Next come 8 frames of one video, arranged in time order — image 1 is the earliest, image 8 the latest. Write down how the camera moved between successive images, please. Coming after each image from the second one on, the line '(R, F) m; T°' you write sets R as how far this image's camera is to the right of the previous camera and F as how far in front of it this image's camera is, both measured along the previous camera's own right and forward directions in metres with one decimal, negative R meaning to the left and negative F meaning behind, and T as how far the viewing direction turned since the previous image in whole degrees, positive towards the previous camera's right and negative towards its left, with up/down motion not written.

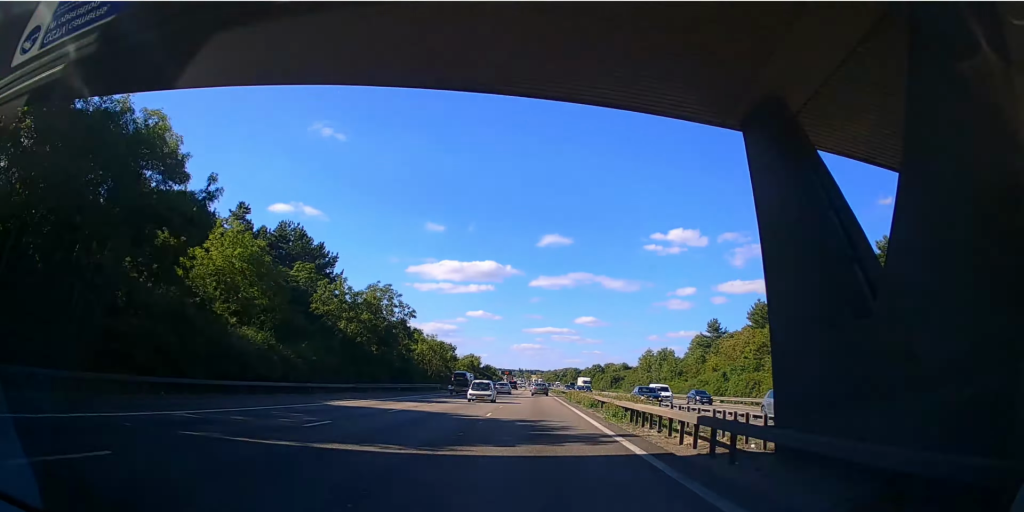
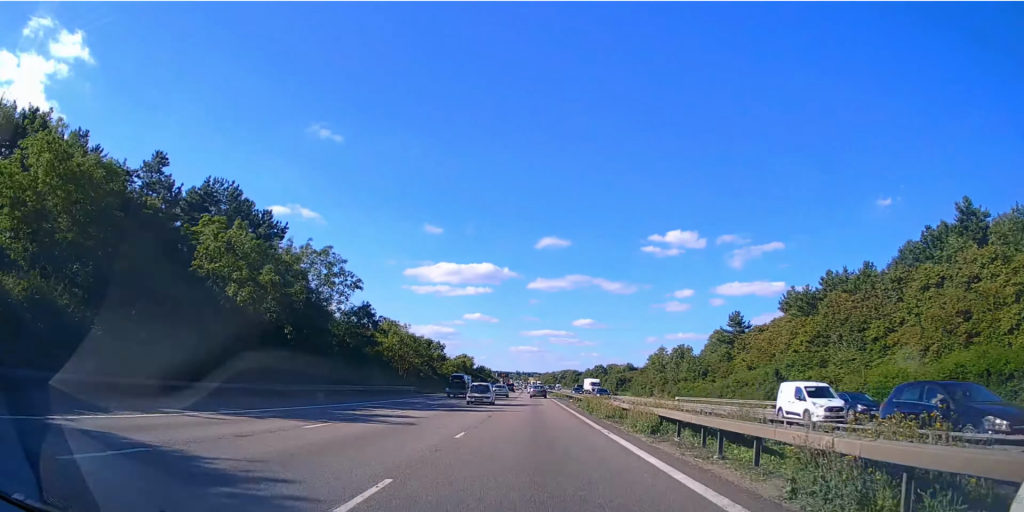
(0.0, +18.1) m; 0°
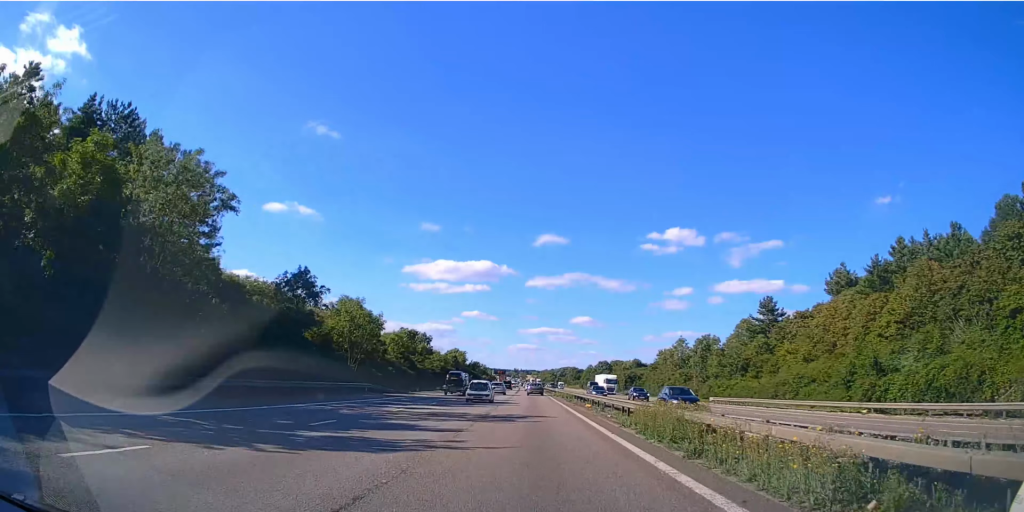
(+0.1, +19.0) m; 0°
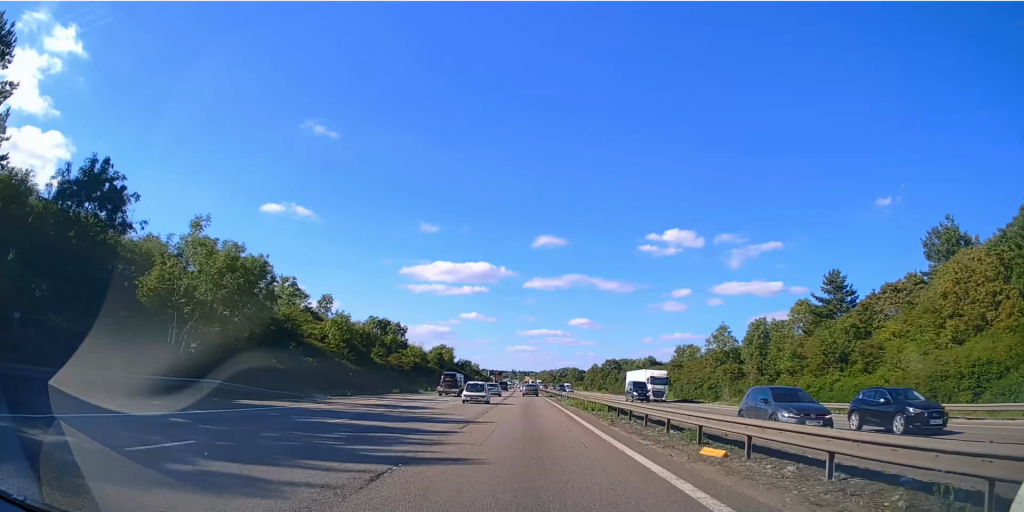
(+0.1, +28.0) m; 0°
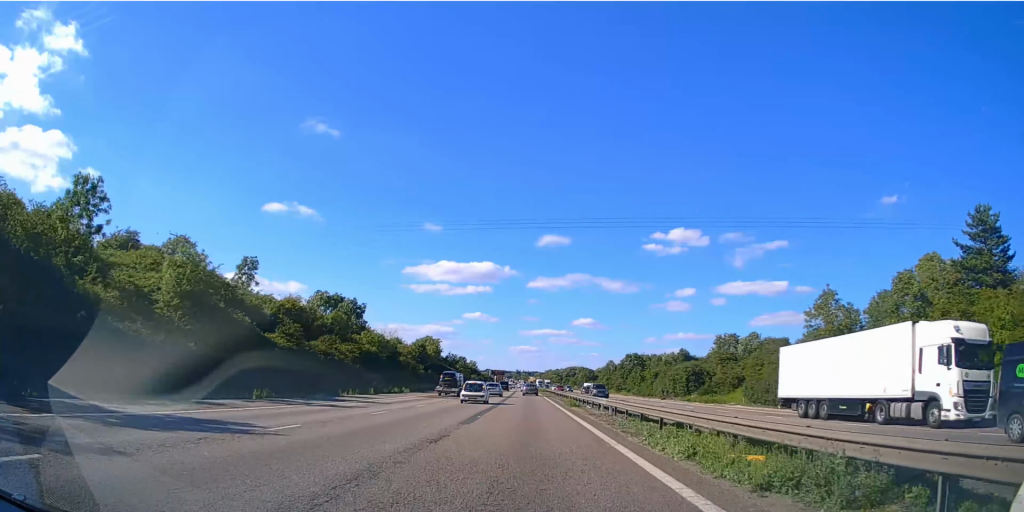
(0.0, +34.8) m; 0°
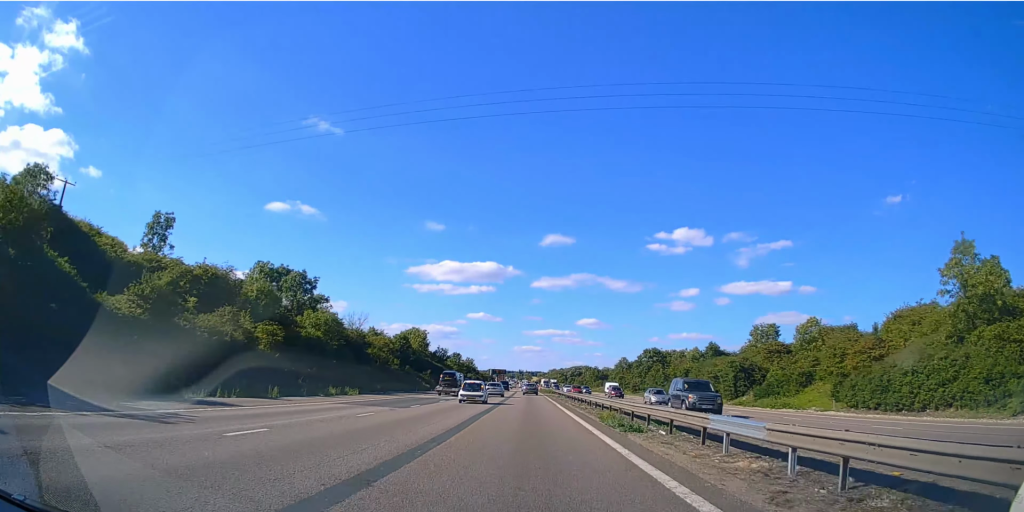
(0.0, +22.0) m; 0°
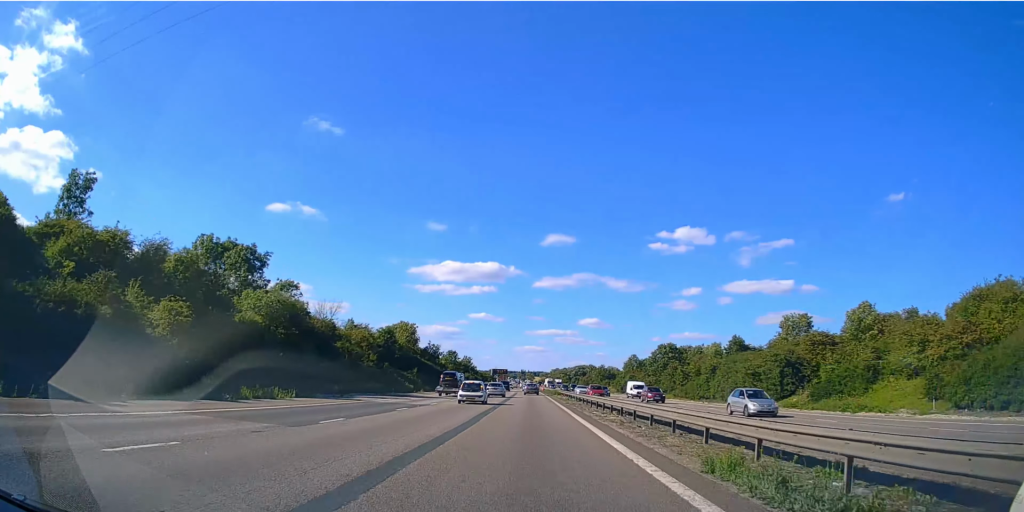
(0.0, +14.0) m; 0°
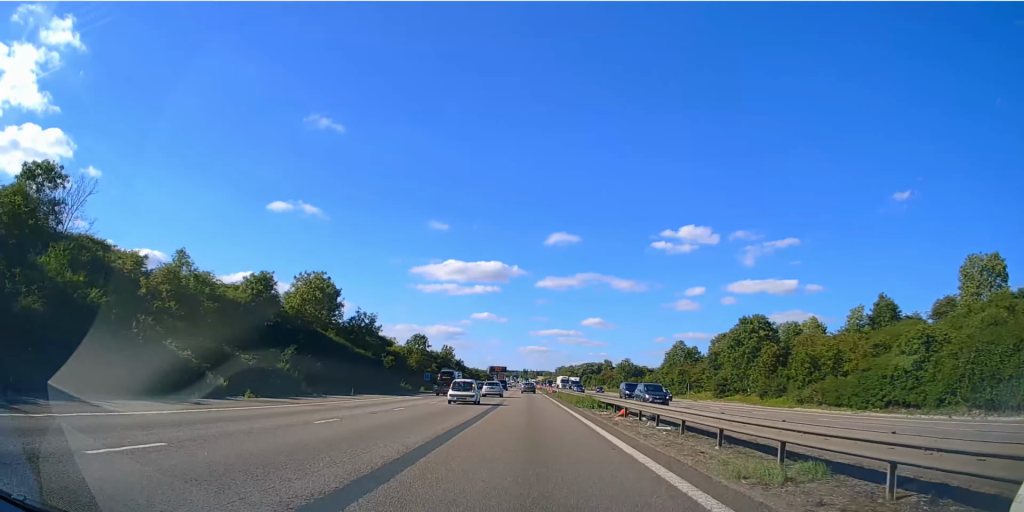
(-0.3, +46.9) m; 0°
